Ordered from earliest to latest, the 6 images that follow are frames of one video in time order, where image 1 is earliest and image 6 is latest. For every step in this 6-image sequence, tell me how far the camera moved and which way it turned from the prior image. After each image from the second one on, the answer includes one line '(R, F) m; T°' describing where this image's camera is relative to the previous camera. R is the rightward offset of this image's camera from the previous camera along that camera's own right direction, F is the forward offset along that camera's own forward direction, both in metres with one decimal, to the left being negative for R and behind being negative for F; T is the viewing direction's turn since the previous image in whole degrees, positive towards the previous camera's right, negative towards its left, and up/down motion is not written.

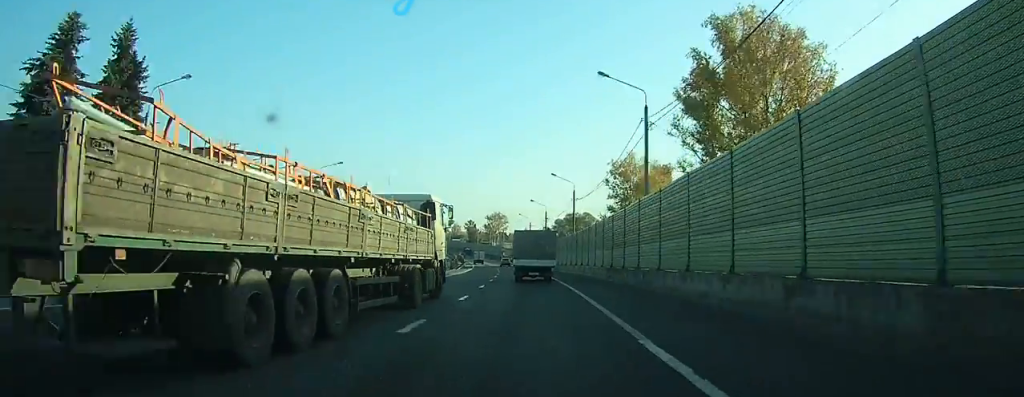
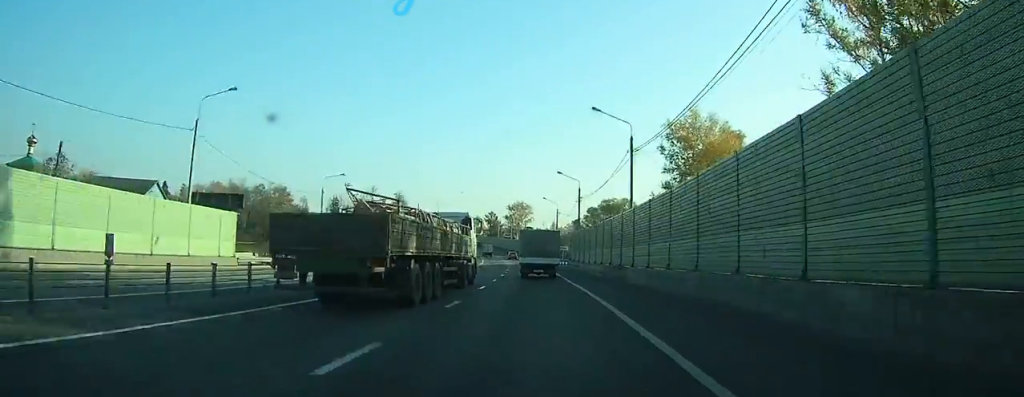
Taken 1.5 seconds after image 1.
(-0.6, +26.6) m; -2°
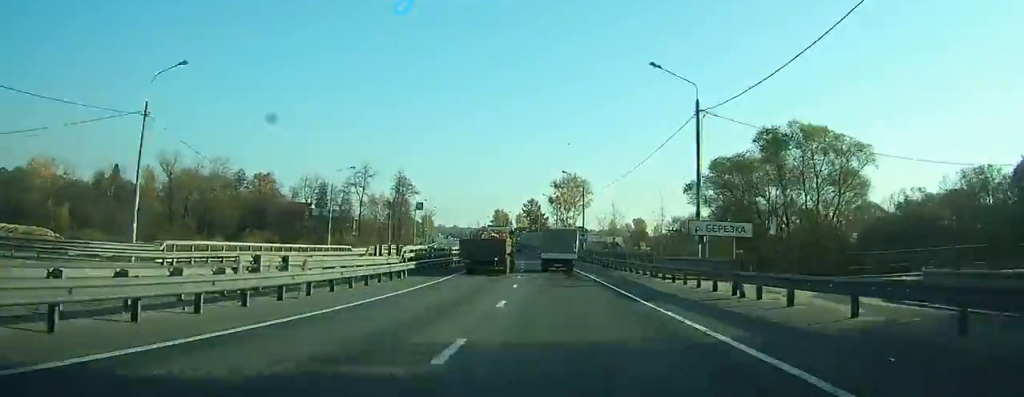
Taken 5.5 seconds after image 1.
(-3.4, +71.0) m; -5°
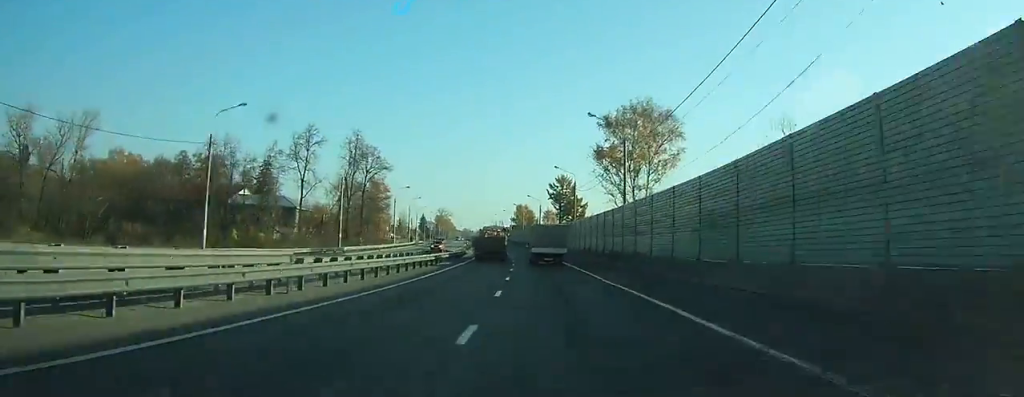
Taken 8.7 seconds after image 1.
(-1.7, +63.3) m; -3°
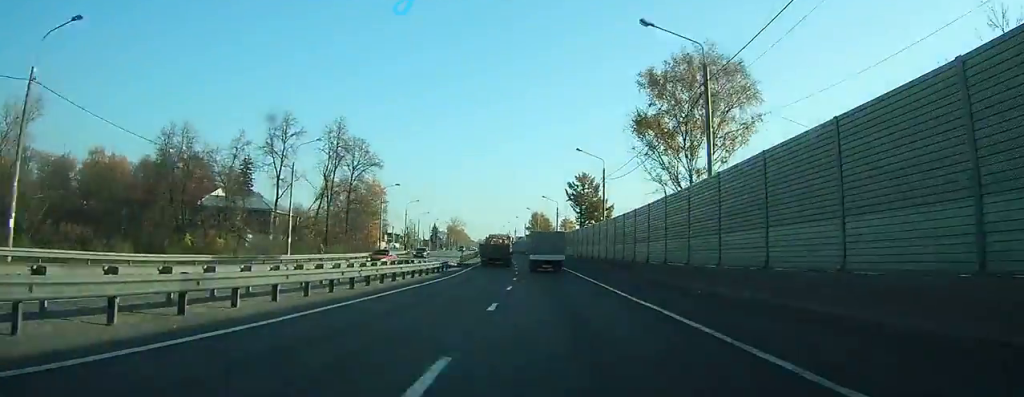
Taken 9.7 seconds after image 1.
(+0.1, +18.8) m; -1°
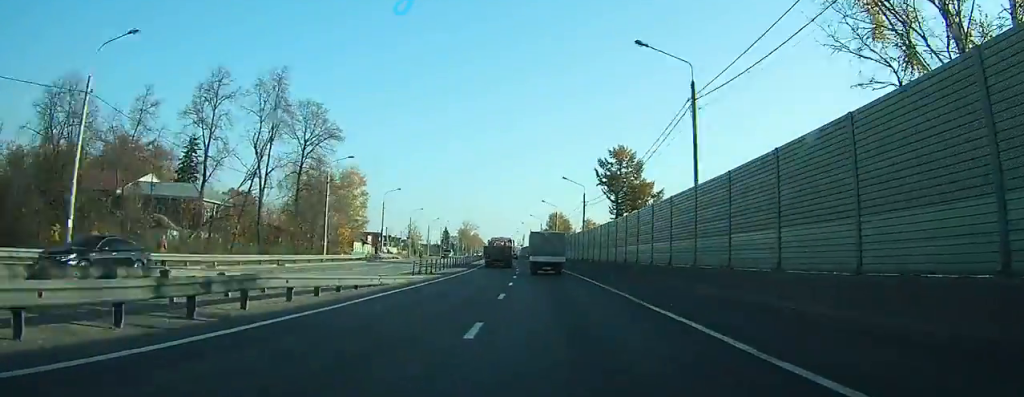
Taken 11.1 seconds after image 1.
(-0.6, +29.4) m; -2°
